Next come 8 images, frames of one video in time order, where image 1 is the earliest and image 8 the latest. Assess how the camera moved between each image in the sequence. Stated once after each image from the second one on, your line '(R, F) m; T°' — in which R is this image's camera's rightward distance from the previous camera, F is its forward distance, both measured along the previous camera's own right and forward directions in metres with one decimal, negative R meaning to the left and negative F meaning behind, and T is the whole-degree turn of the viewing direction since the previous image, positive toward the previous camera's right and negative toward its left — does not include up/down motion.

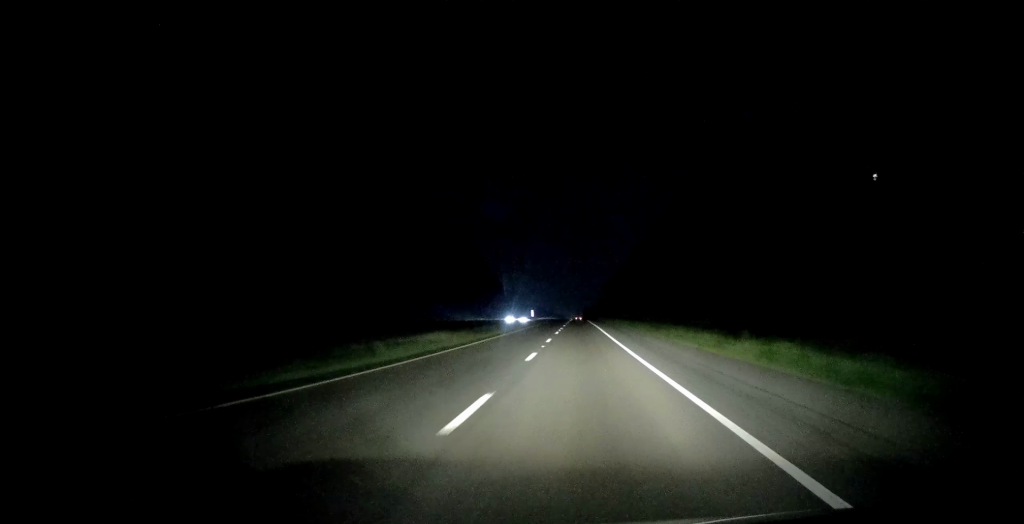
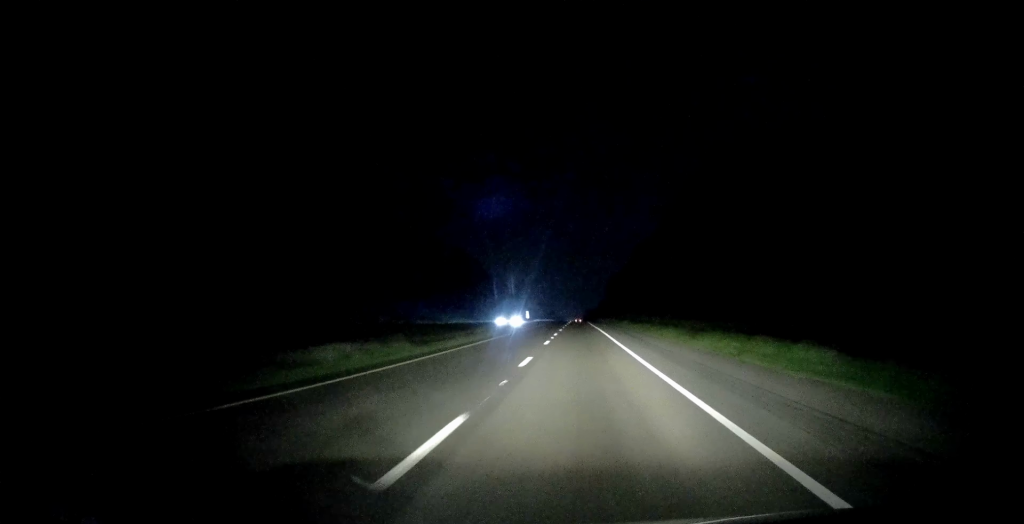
(+0.1, +15.3) m; 0°
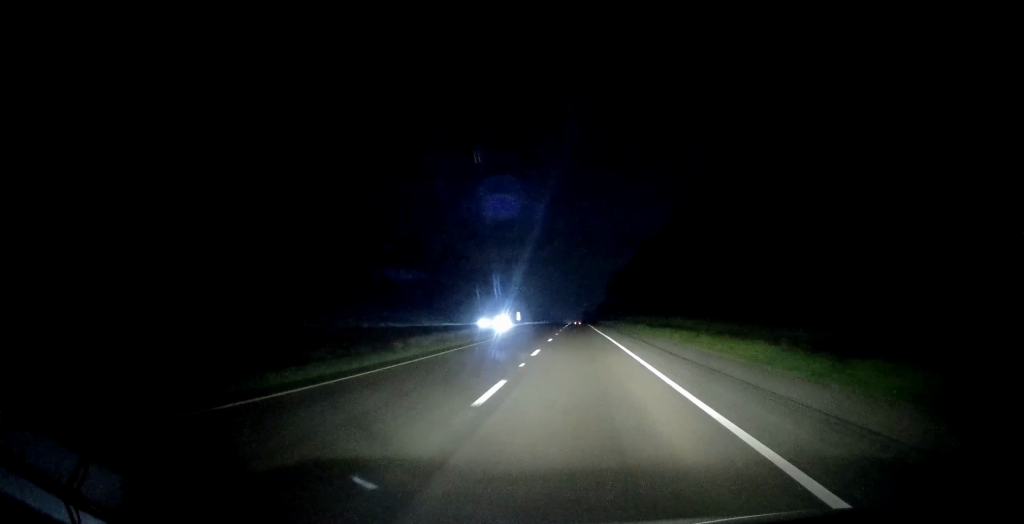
(+0.3, +19.7) m; 0°
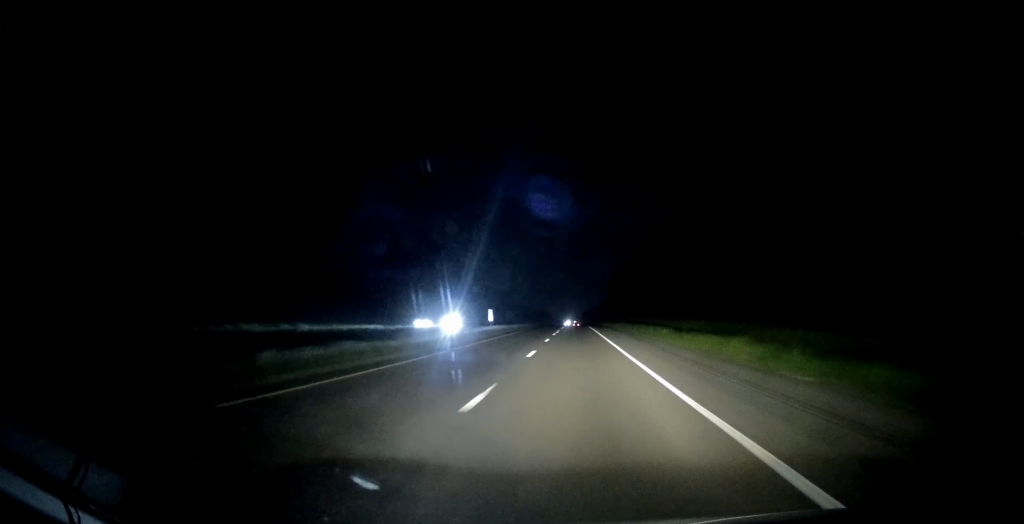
(-0.4, +37.0) m; 0°
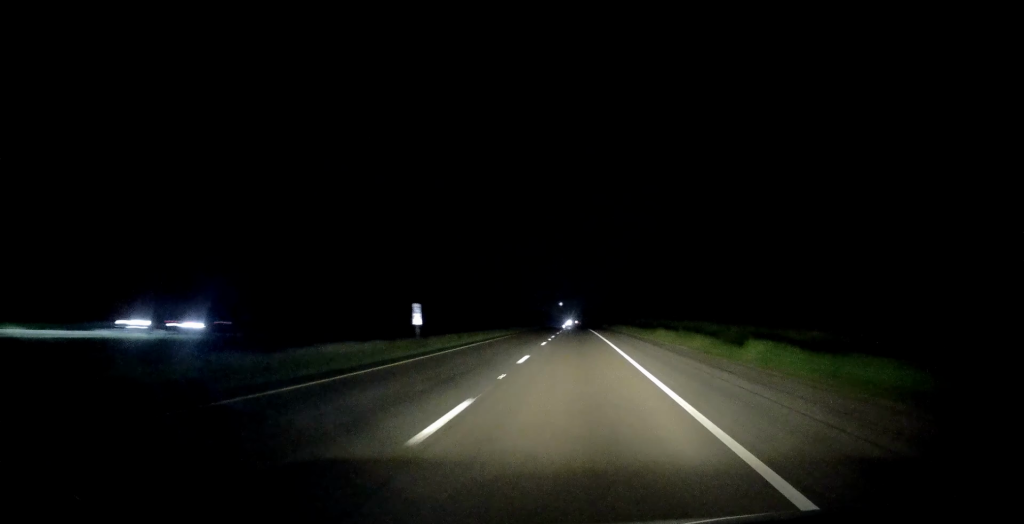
(+0.6, +38.9) m; +1°
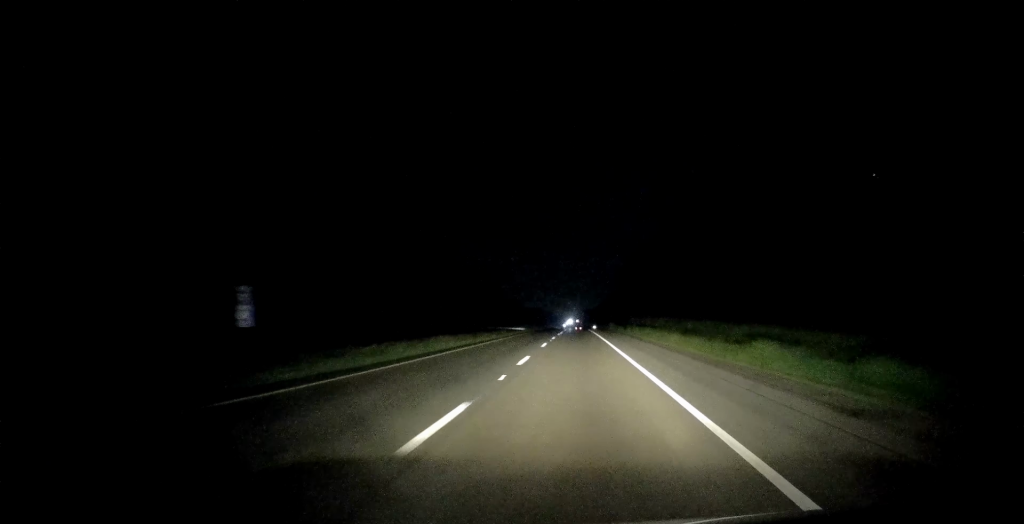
(-0.1, +24.6) m; 0°
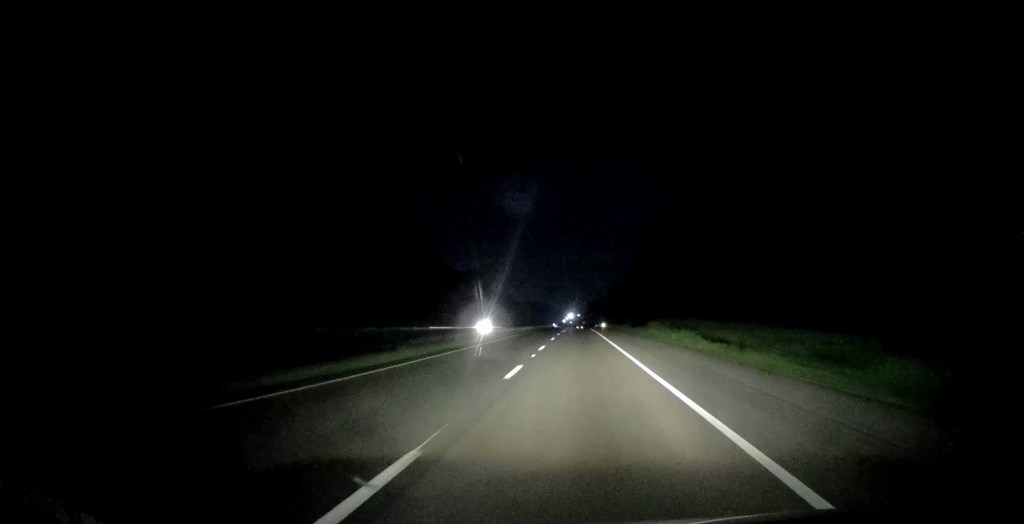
(0.0, +63.8) m; -1°
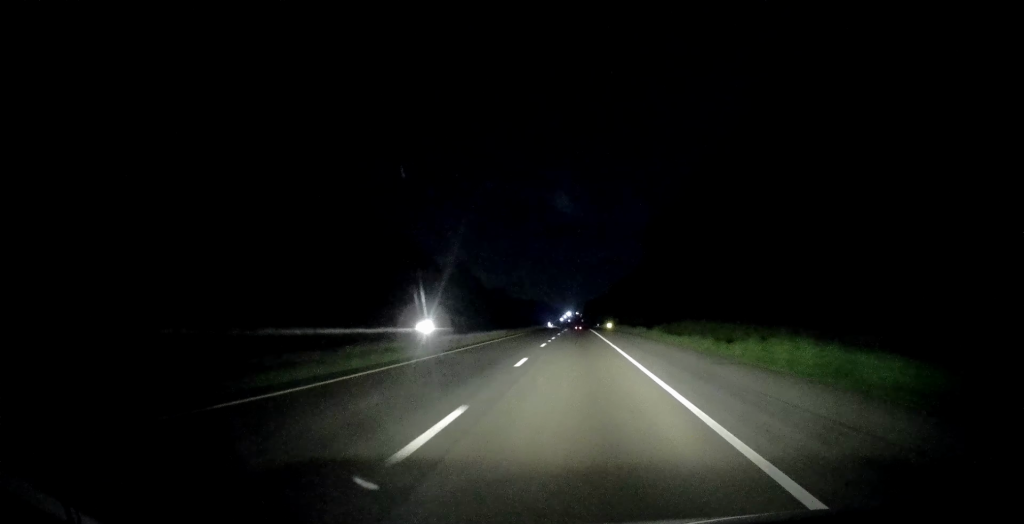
(-0.5, +33.0) m; 0°
